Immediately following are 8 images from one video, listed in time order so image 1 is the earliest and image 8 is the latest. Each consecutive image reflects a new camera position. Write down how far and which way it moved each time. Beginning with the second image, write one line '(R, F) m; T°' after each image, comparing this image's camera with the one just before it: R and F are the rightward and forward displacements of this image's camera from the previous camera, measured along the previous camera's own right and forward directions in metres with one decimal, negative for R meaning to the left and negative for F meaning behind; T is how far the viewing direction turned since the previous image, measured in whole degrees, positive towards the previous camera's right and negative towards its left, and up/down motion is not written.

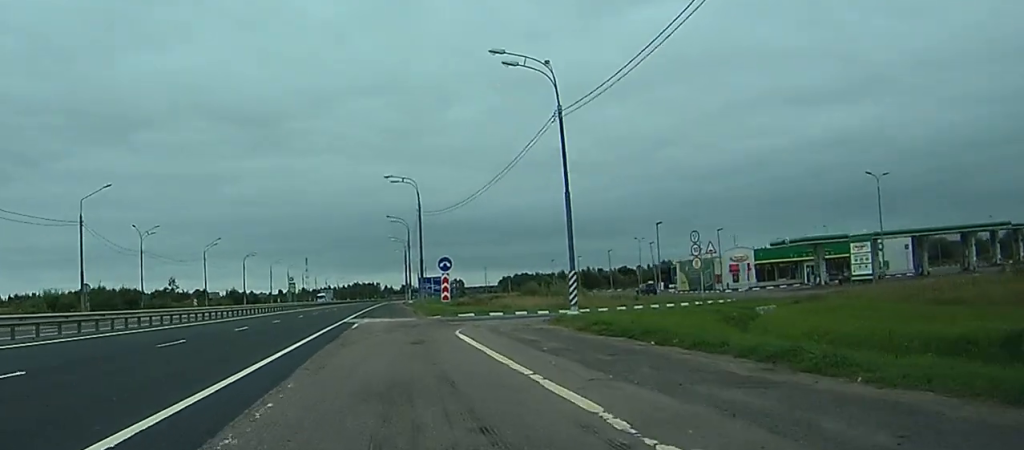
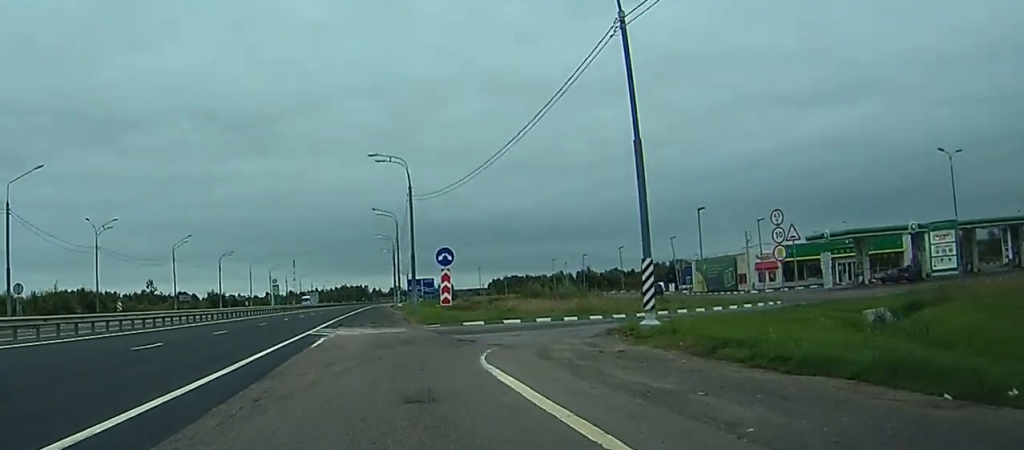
(-1.0, +14.5) m; +2°
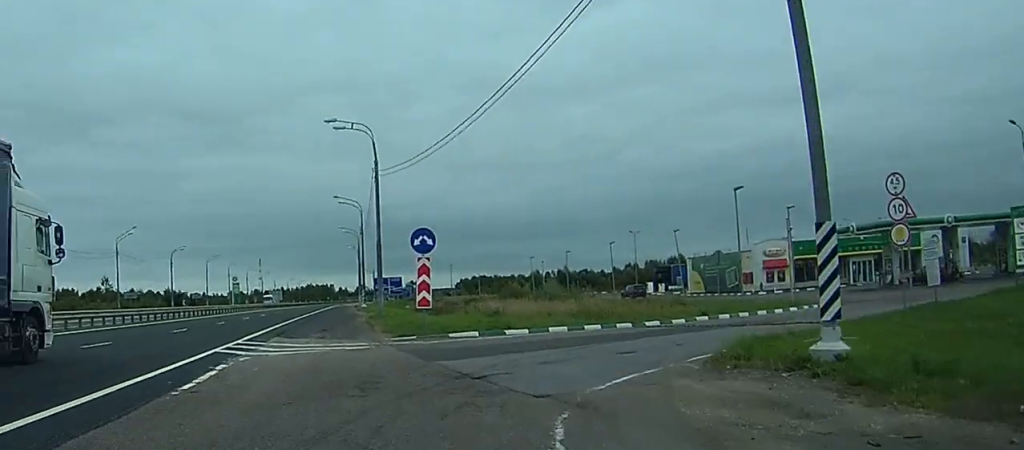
(+1.6, +14.1) m; +9°
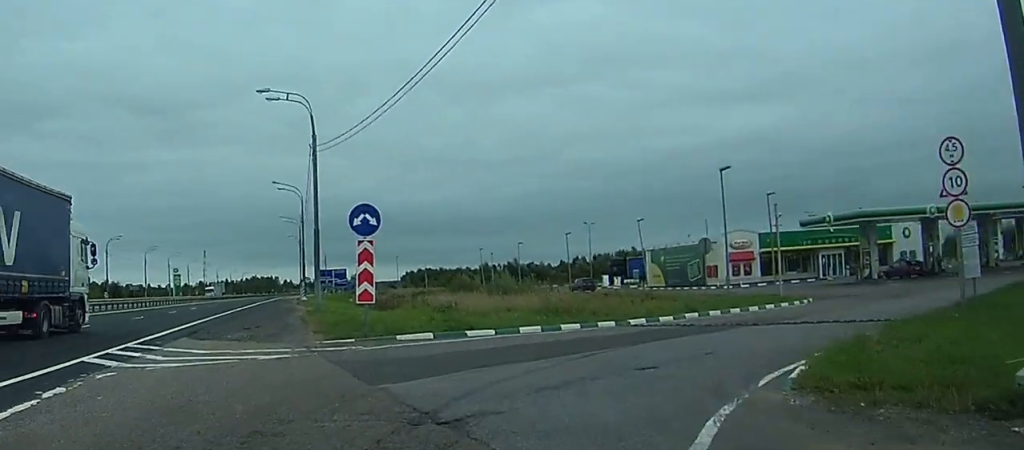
(+0.2, +7.3) m; +3°
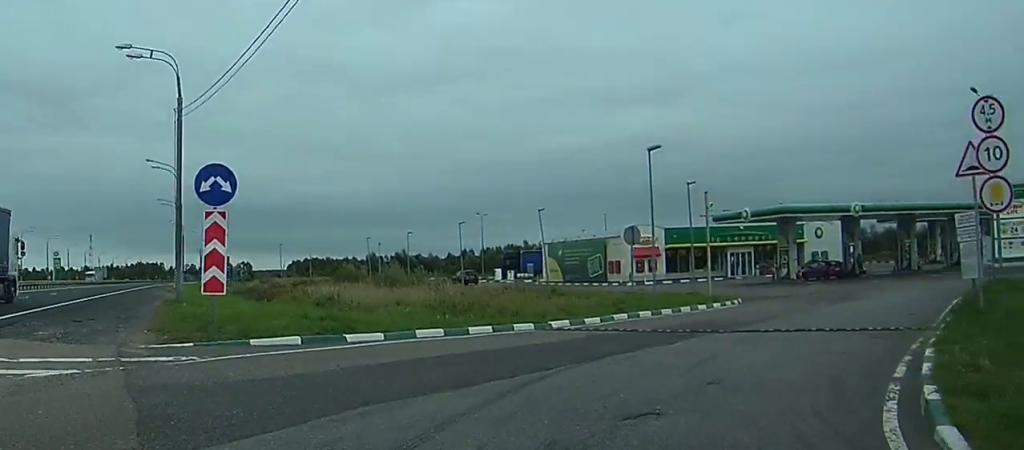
(+0.1, +7.4) m; +4°
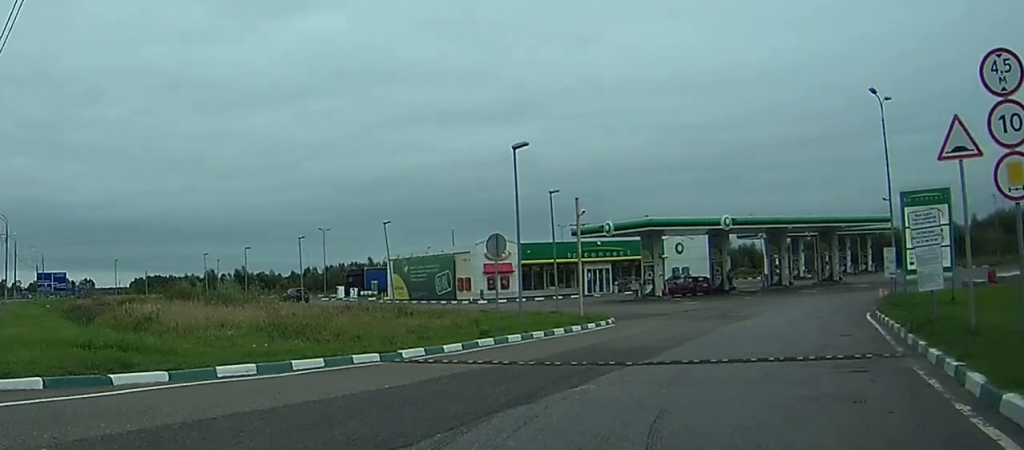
(+0.4, +6.2) m; +6°
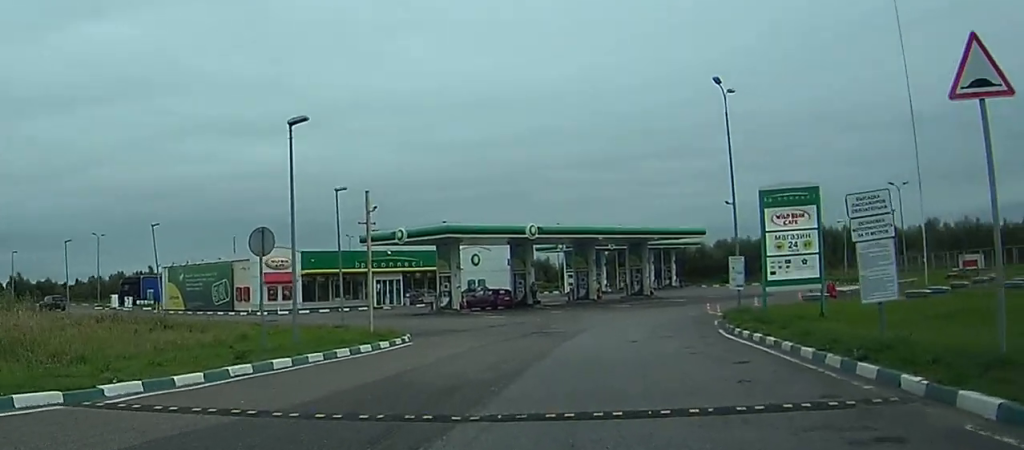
(+0.5, +7.1) m; +10°
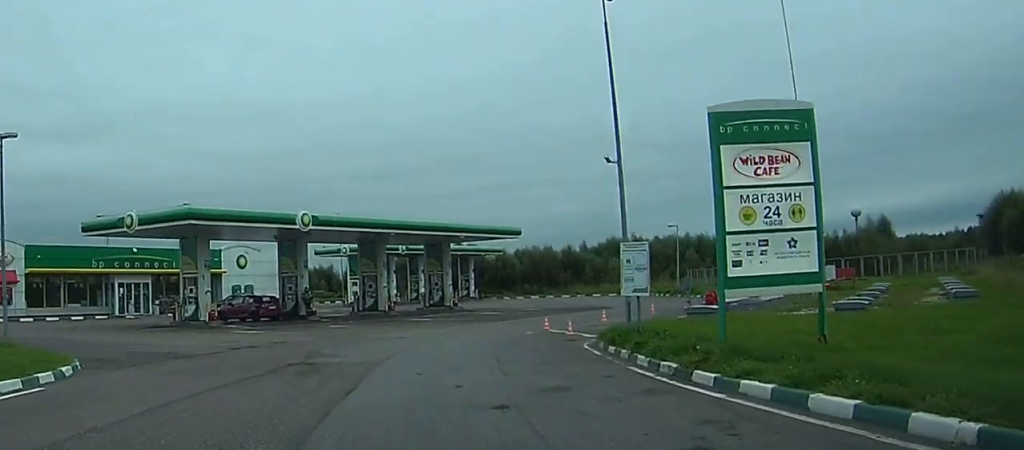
(+4.2, +15.0) m; +23°
